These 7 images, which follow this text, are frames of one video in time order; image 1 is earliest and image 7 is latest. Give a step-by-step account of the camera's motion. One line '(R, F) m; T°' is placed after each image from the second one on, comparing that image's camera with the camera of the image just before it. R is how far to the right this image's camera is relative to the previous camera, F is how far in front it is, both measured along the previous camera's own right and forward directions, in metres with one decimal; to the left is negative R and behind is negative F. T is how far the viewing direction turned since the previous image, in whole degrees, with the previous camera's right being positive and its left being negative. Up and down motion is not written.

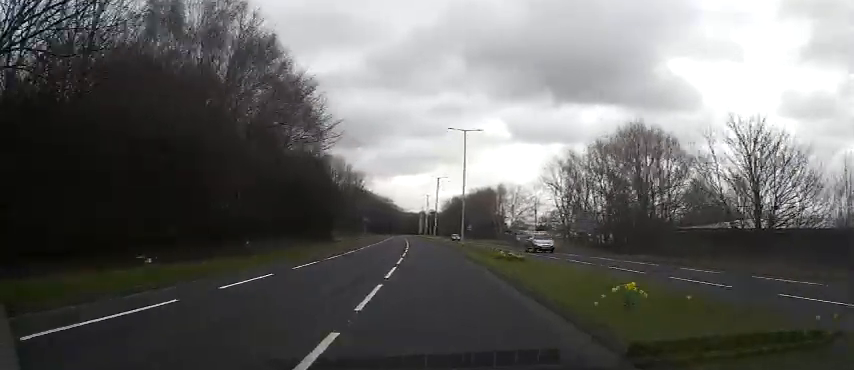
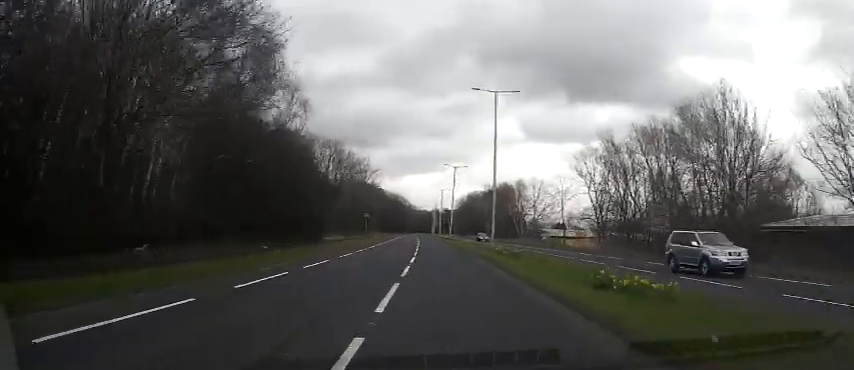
(-0.3, +12.4) m; -2°
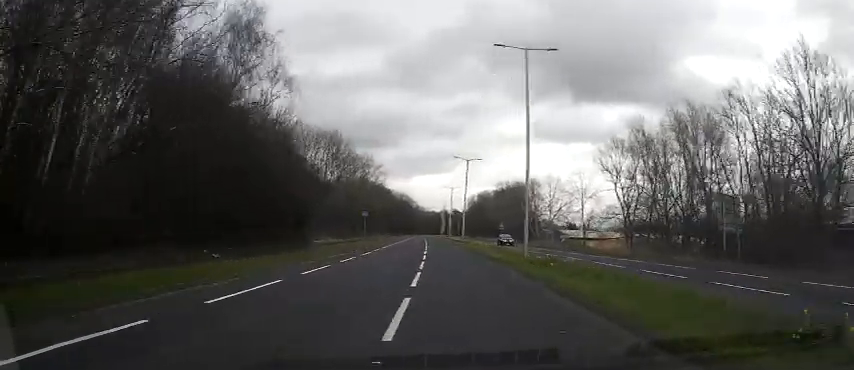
(0.0, +8.7) m; -1°
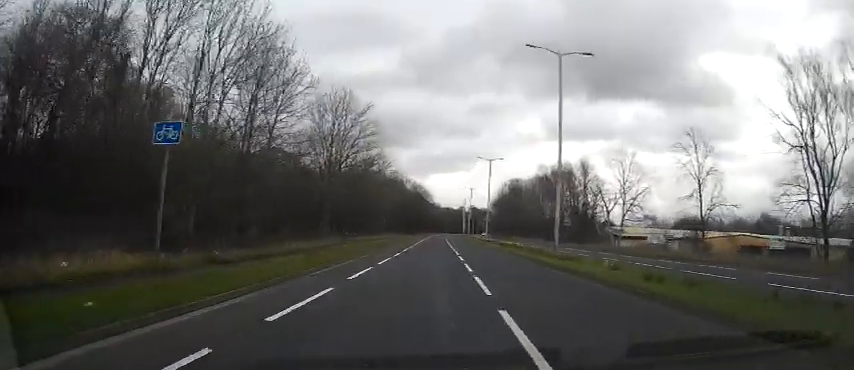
(-0.8, +37.4) m; -2°
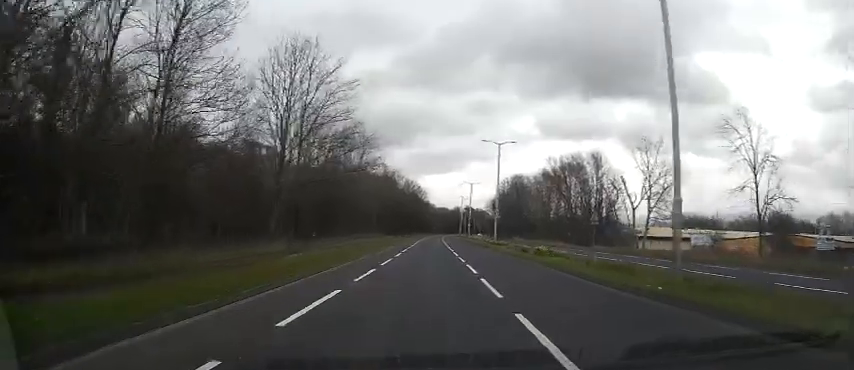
(0.0, +12.1) m; 0°
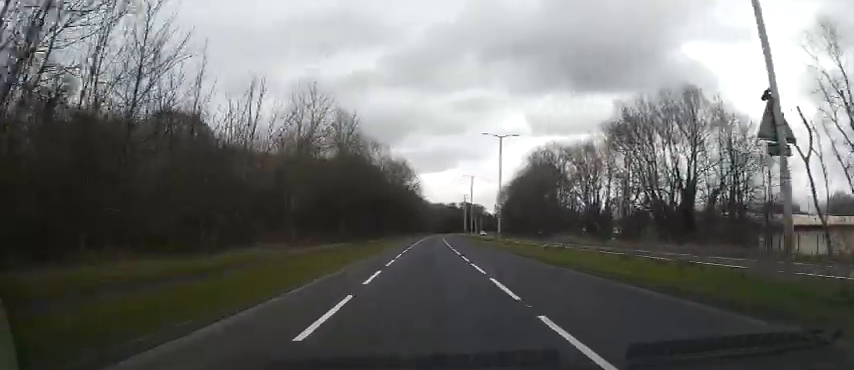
(+0.1, +42.3) m; 0°
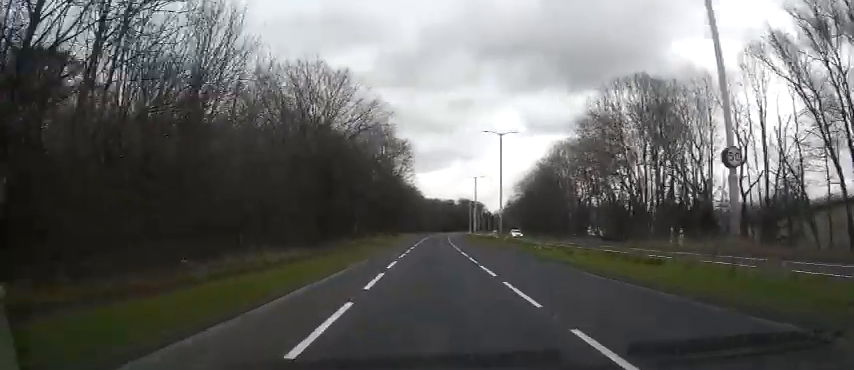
(+0.2, +37.1) m; +1°
